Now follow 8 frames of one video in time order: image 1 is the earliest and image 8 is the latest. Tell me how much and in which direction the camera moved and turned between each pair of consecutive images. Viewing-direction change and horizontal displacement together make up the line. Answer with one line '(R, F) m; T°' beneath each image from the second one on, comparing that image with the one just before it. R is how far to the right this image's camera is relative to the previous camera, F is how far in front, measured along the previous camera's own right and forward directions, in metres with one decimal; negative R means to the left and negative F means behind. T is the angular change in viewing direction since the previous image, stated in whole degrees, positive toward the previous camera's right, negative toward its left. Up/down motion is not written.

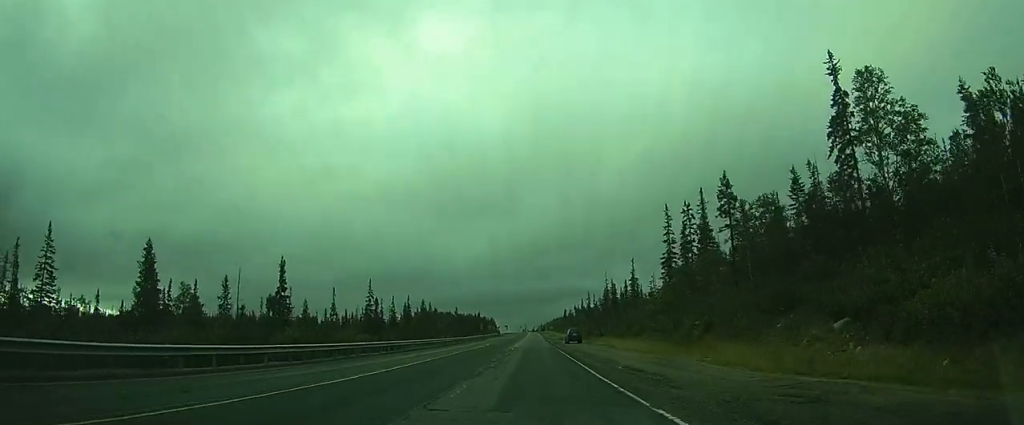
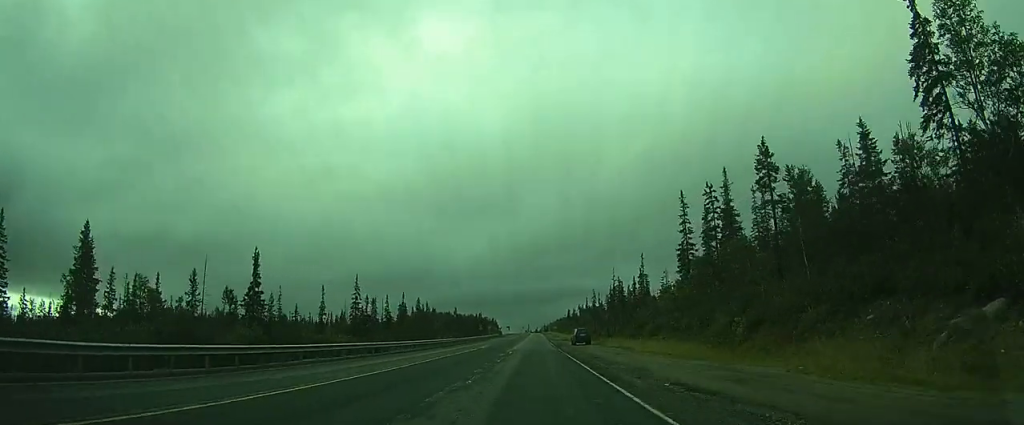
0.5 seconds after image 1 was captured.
(0.0, +8.4) m; 0°
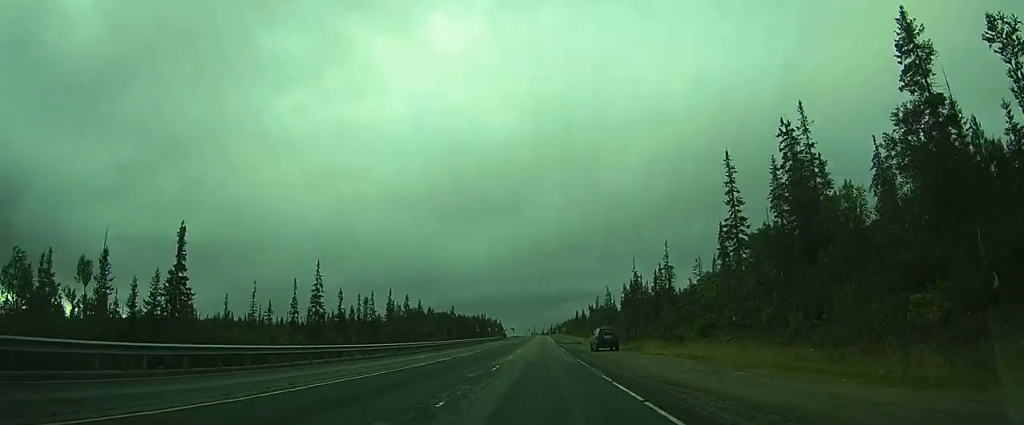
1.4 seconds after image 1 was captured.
(-0.1, +17.5) m; -1°
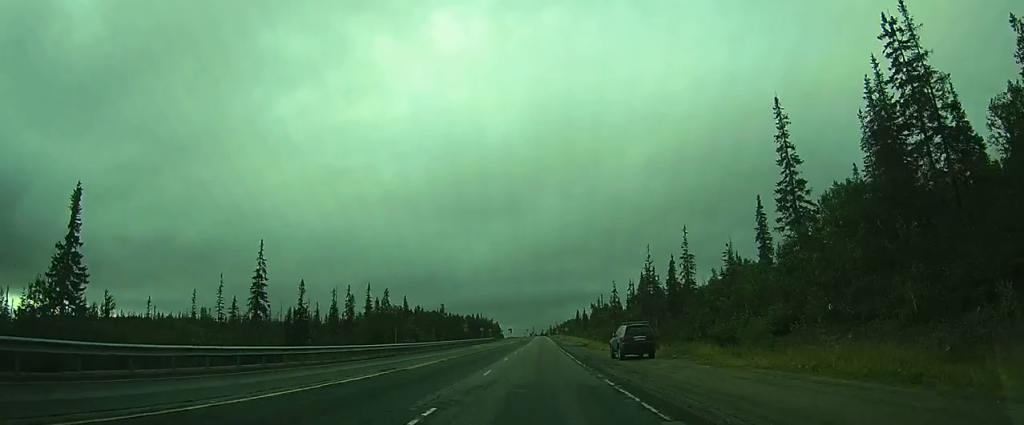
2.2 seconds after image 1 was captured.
(0.0, +14.6) m; 0°
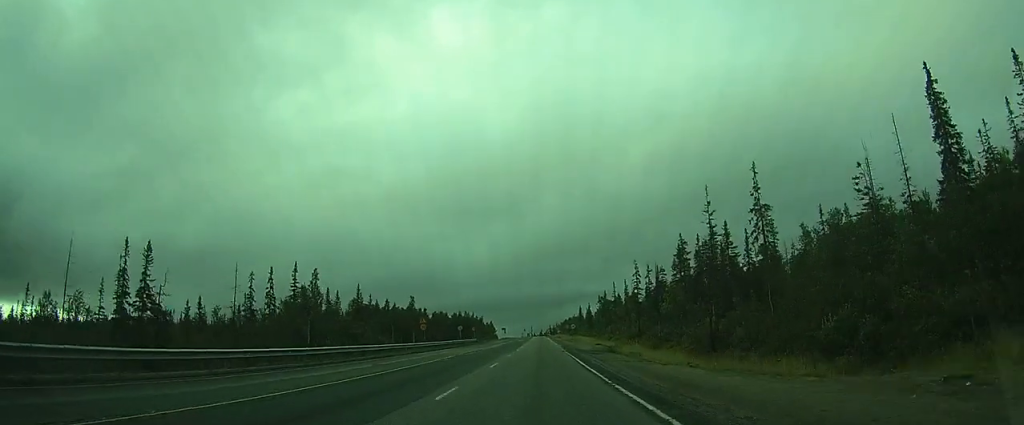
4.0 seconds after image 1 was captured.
(-0.2, +32.0) m; -1°
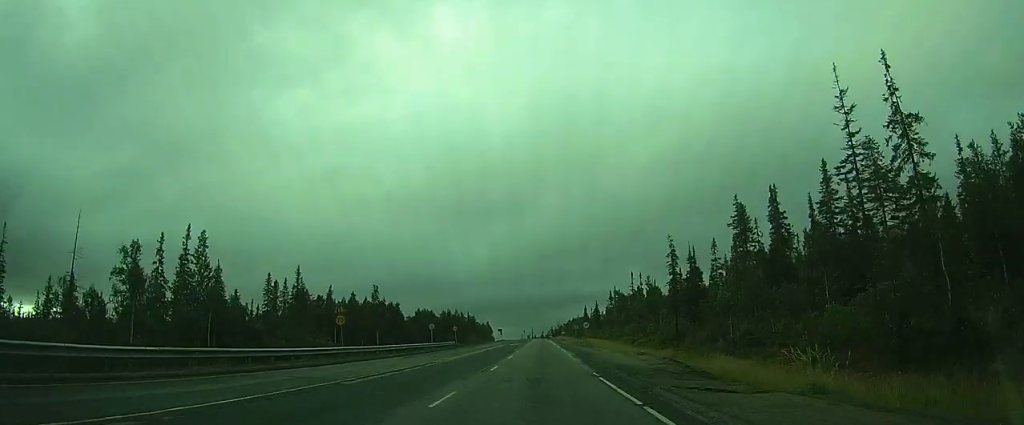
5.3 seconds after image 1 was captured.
(-0.1, +25.1) m; 0°
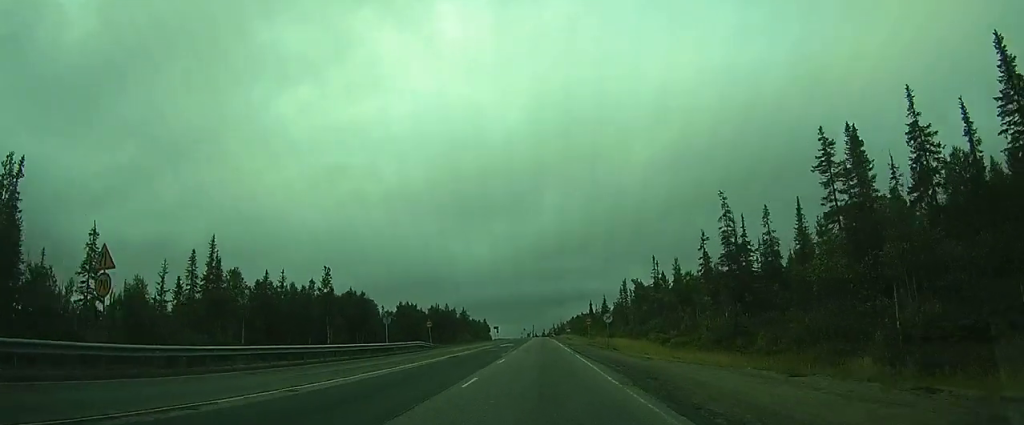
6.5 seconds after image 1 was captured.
(0.0, +20.5) m; 0°
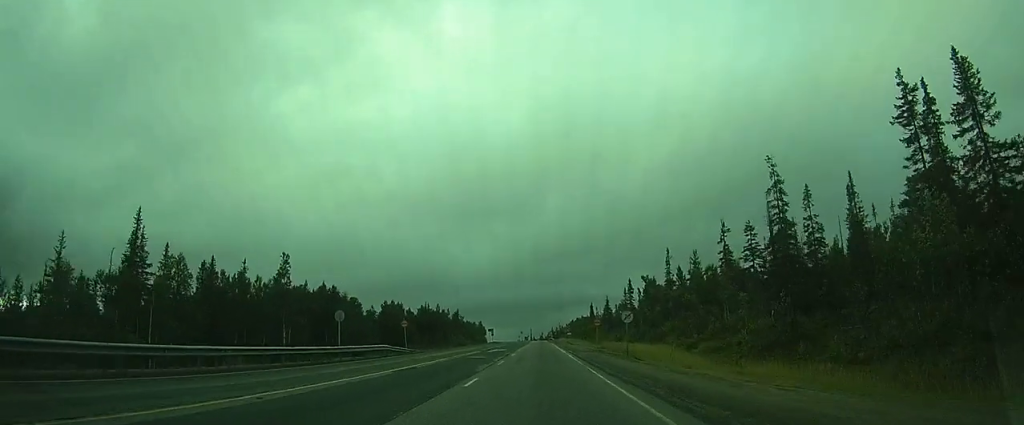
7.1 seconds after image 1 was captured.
(+0.1, +11.2) m; 0°
